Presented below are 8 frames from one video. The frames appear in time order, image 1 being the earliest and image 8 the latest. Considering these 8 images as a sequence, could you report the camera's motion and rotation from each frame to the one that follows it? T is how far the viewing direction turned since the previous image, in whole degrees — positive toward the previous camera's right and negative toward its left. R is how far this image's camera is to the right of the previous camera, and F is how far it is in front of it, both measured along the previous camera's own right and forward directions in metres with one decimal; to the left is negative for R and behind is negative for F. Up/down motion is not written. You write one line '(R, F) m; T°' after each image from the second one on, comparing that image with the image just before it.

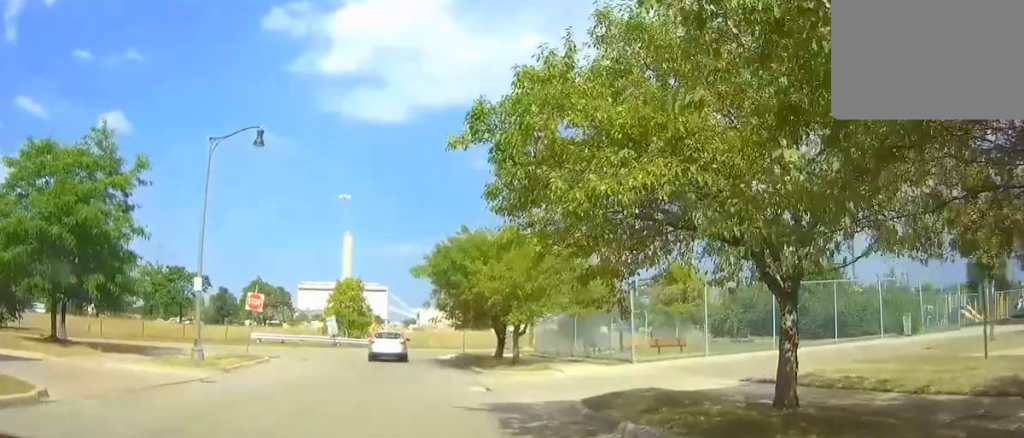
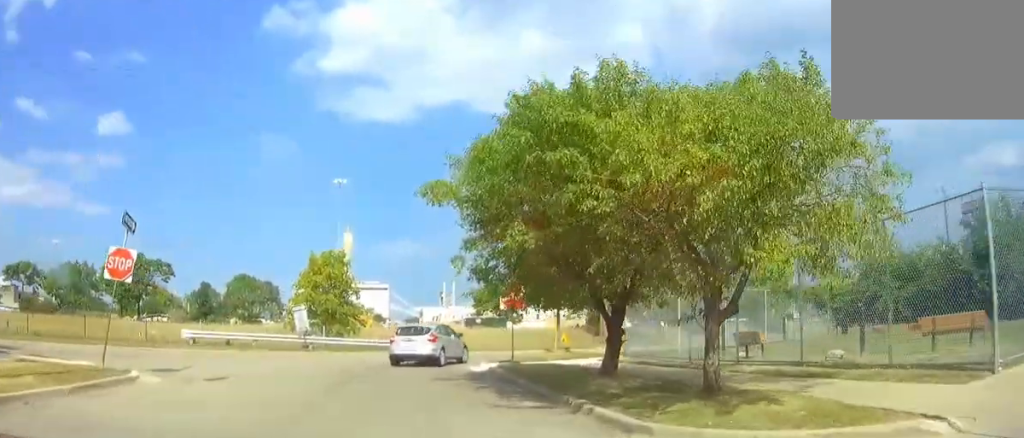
(0.0, +15.8) m; 0°
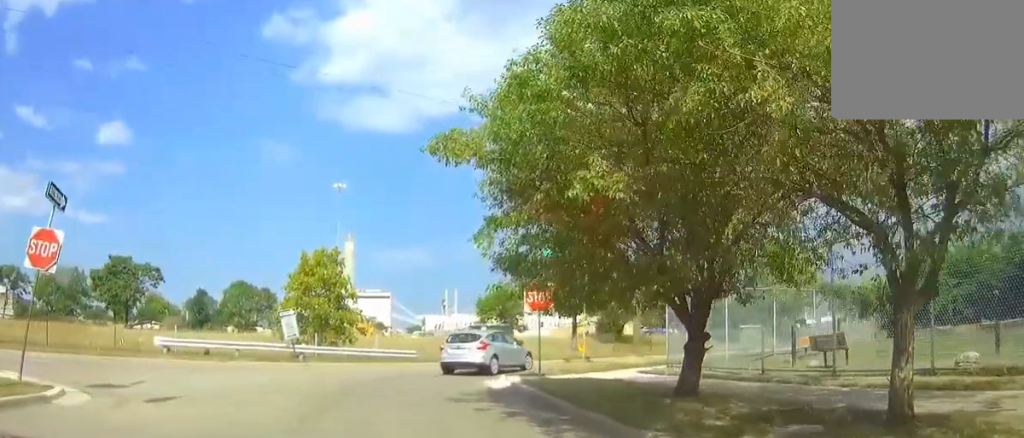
(0.0, +4.2) m; +1°
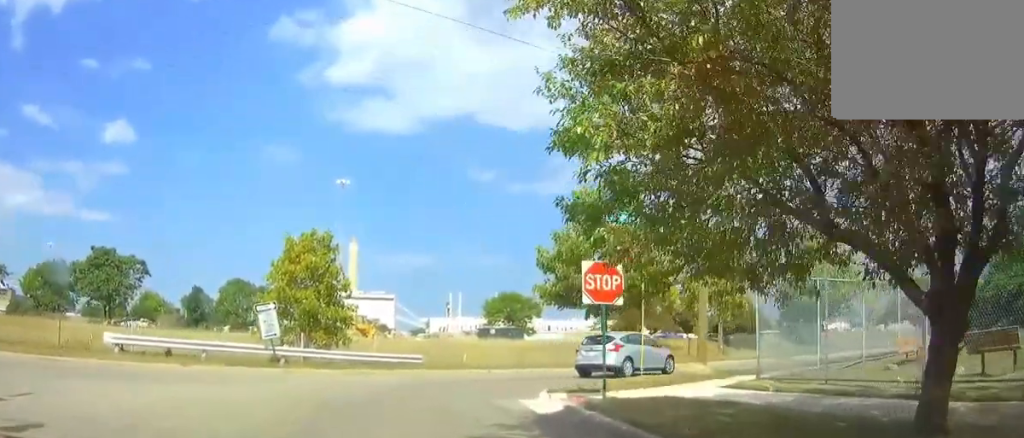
(+0.1, +5.4) m; 0°
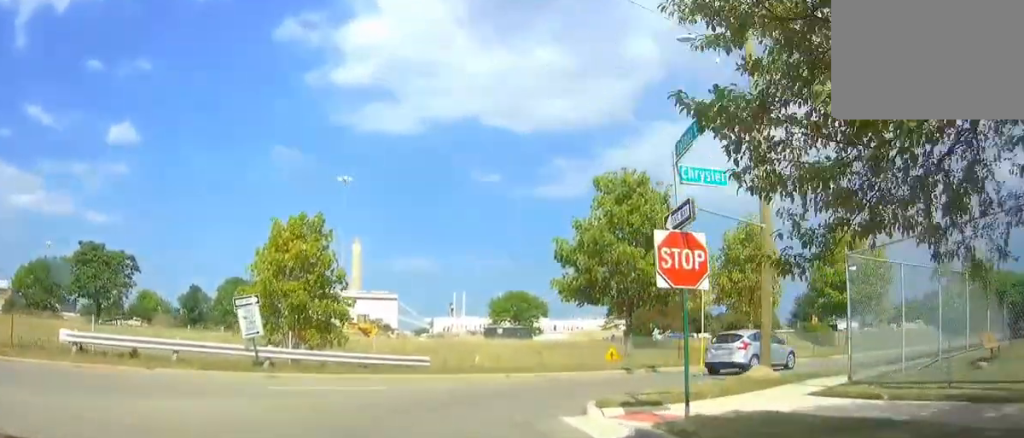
(0.0, +3.4) m; 0°
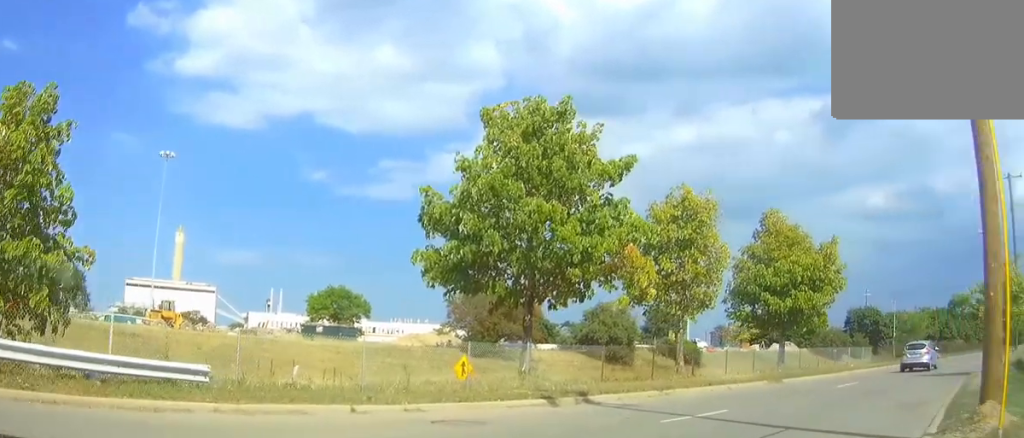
(+1.2, +11.8) m; +28°
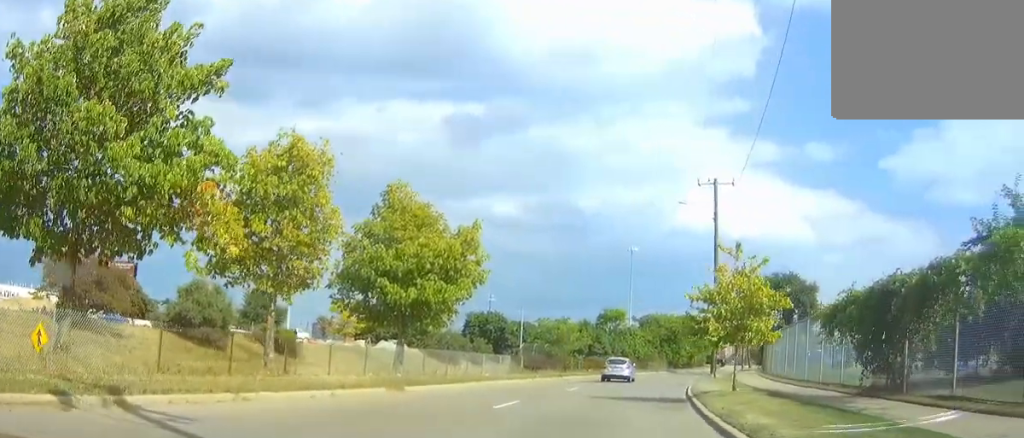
(+1.9, +6.5) m; +24°
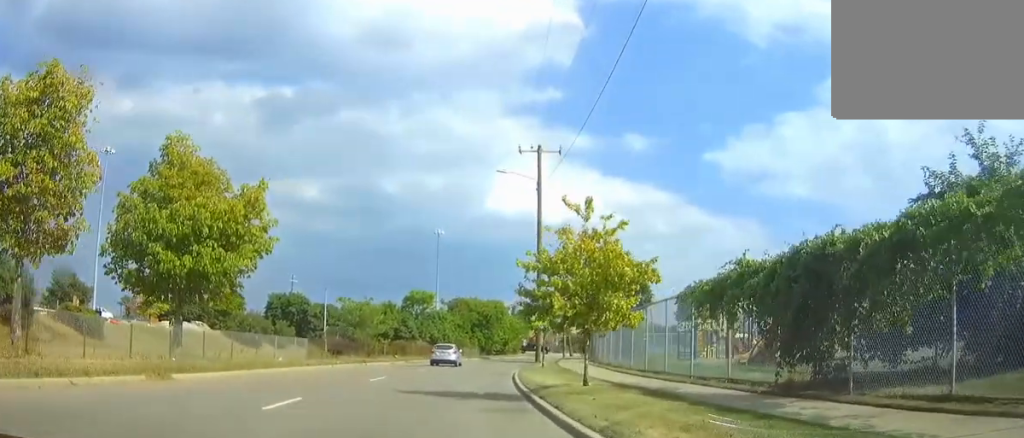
(+0.5, +5.0) m; +6°
